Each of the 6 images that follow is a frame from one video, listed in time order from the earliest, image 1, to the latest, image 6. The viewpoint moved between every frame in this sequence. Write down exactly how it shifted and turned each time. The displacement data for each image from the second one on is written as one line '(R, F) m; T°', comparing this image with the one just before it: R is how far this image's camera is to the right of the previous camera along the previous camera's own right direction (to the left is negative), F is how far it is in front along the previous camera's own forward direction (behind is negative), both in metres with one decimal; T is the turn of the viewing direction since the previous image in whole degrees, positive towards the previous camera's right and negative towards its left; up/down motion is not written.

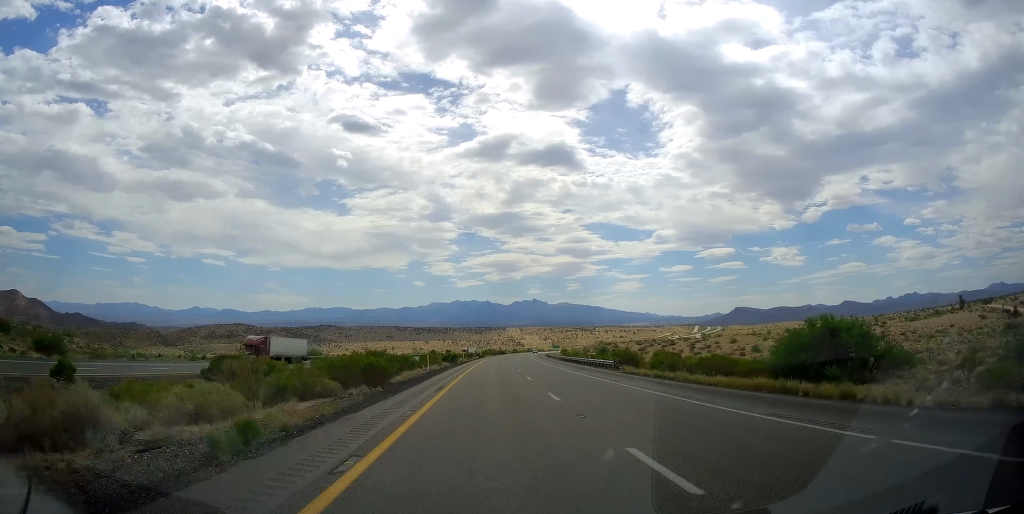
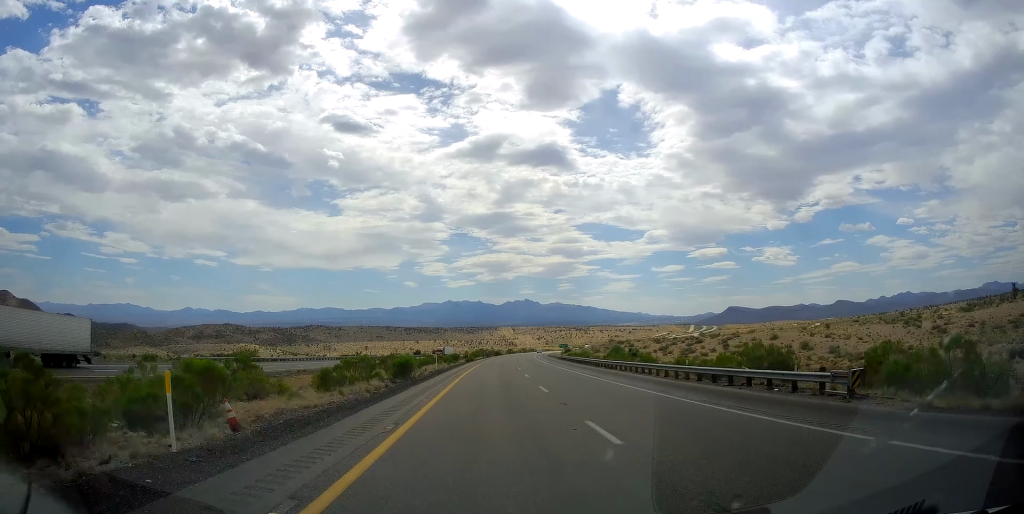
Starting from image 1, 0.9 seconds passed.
(-0.1, +32.4) m; 0°
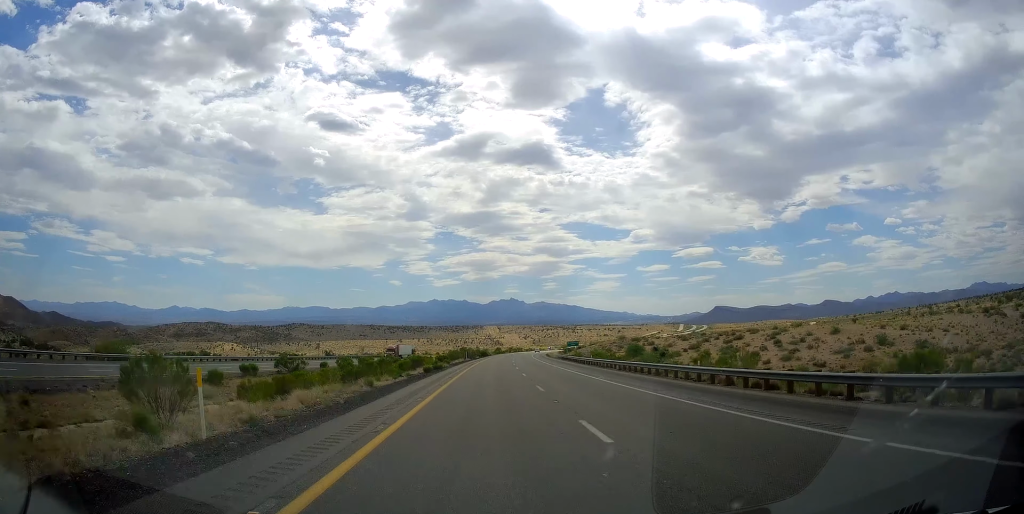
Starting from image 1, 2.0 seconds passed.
(+0.3, +36.1) m; +2°
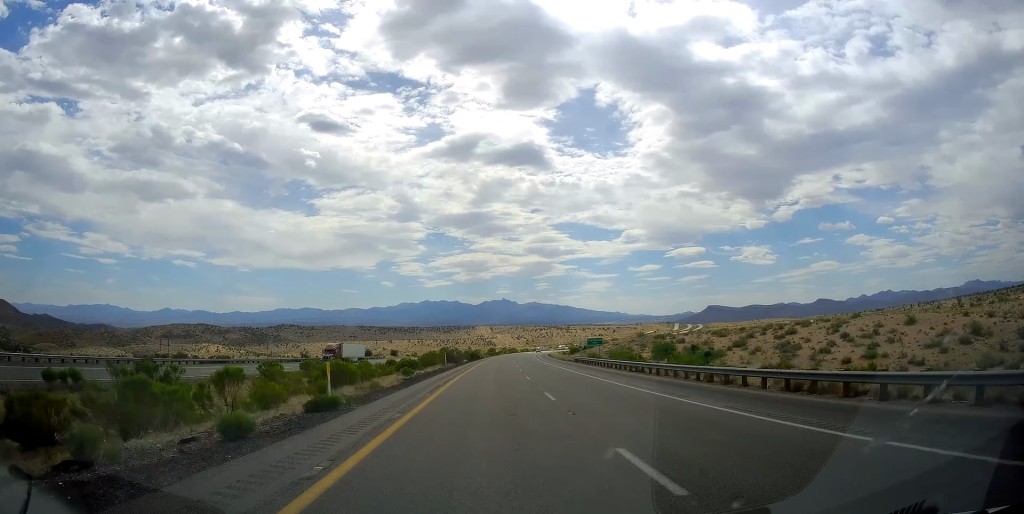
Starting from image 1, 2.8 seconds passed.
(+0.8, +28.1) m; +1°
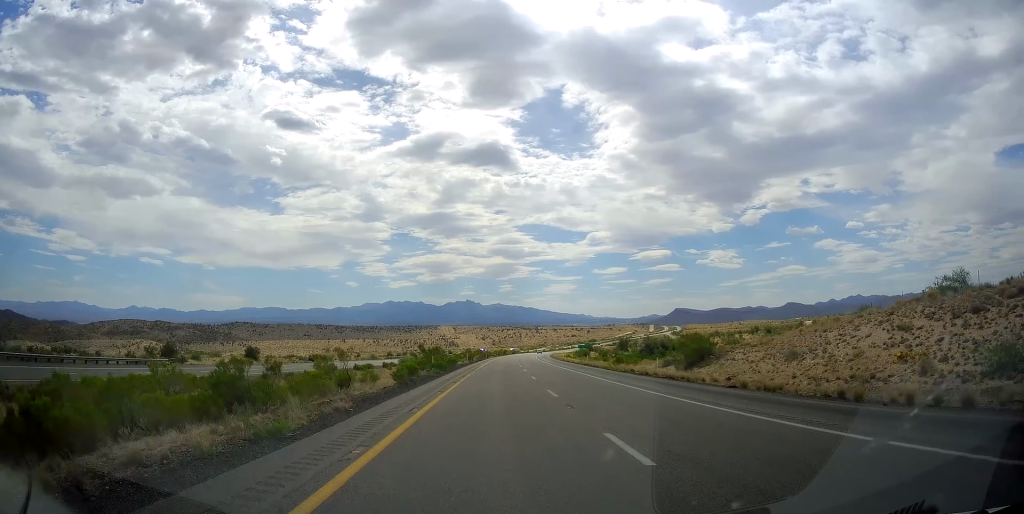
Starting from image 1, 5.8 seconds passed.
(+2.8, +107.8) m; +3°
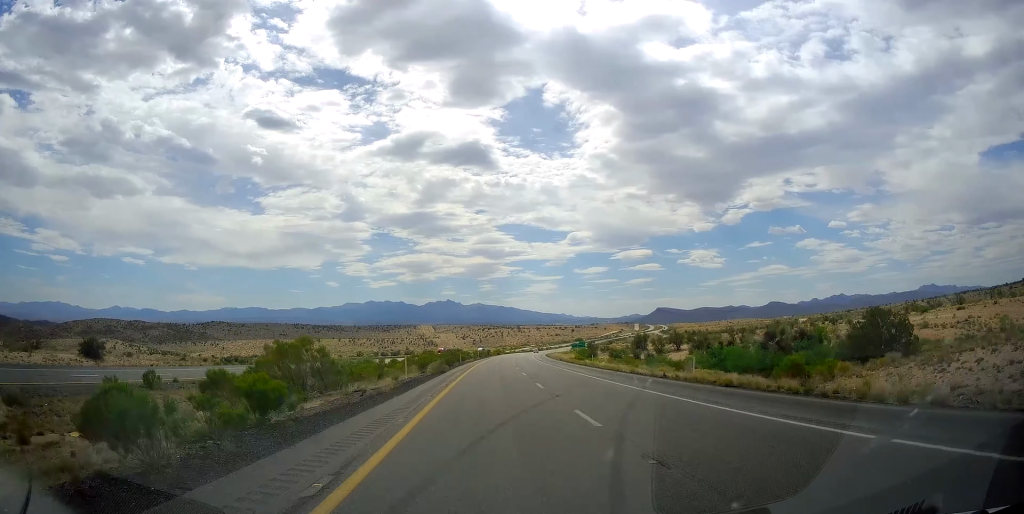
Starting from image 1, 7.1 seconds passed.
(+0.7, +44.7) m; +2°
